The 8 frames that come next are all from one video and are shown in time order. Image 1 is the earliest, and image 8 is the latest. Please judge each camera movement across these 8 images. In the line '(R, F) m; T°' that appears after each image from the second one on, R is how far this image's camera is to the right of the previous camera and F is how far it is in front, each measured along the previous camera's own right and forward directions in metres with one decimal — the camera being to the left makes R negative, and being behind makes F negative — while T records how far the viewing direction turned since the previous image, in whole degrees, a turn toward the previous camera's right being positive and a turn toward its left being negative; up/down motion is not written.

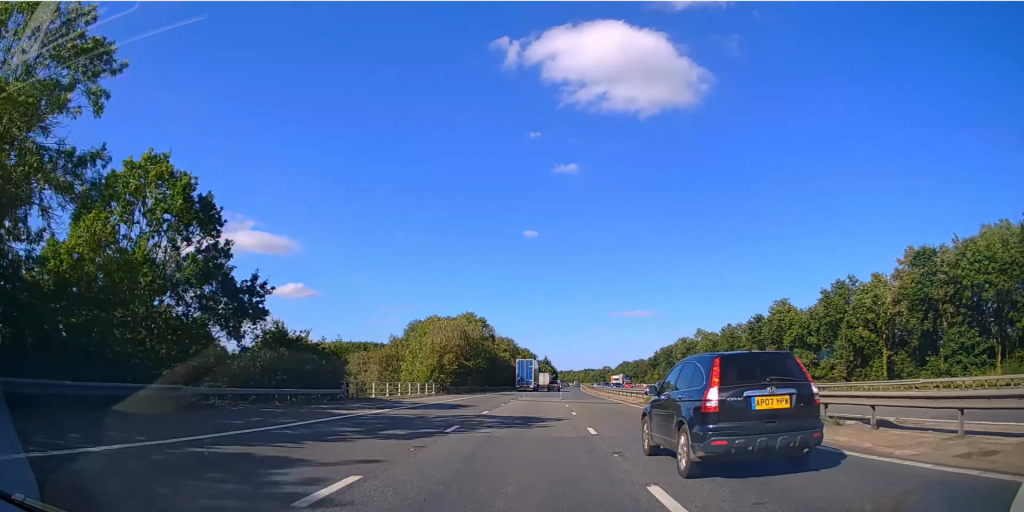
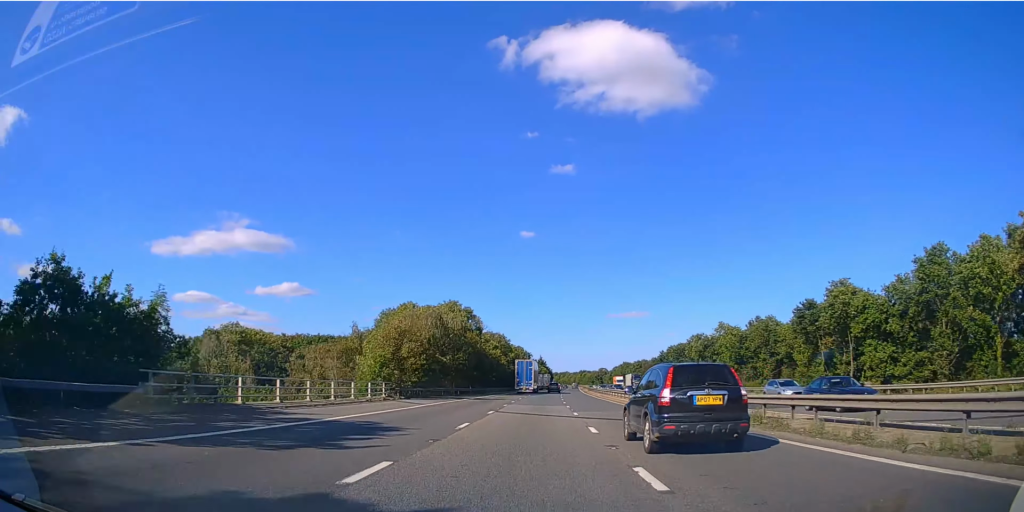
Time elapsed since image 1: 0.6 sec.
(+0.1, +16.3) m; +1°
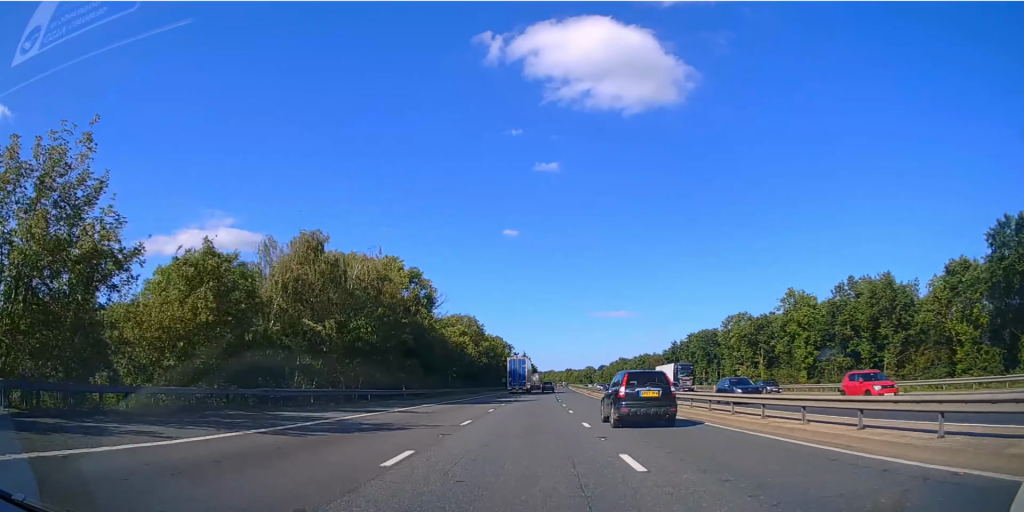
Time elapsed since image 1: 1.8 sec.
(+0.3, +34.2) m; +1°
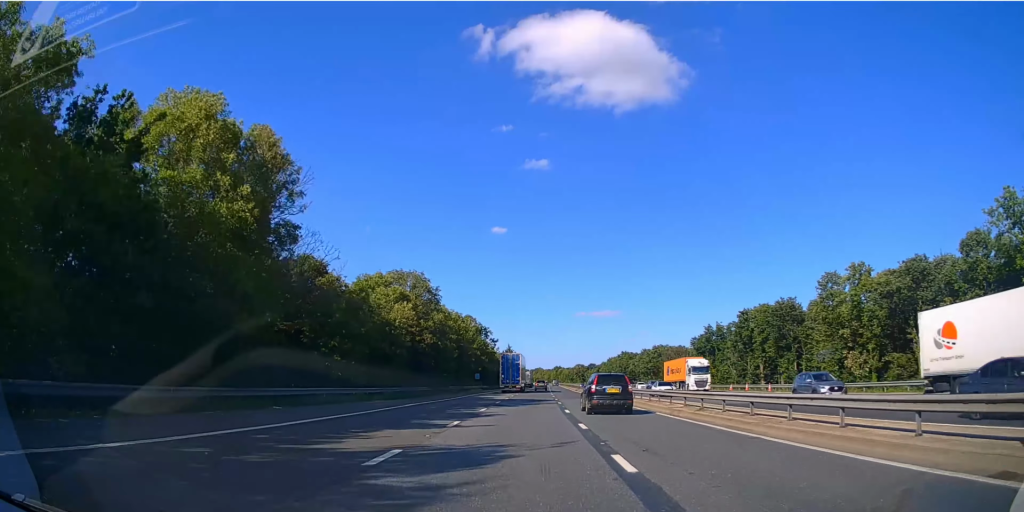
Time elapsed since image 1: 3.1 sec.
(+0.5, +38.6) m; +1°
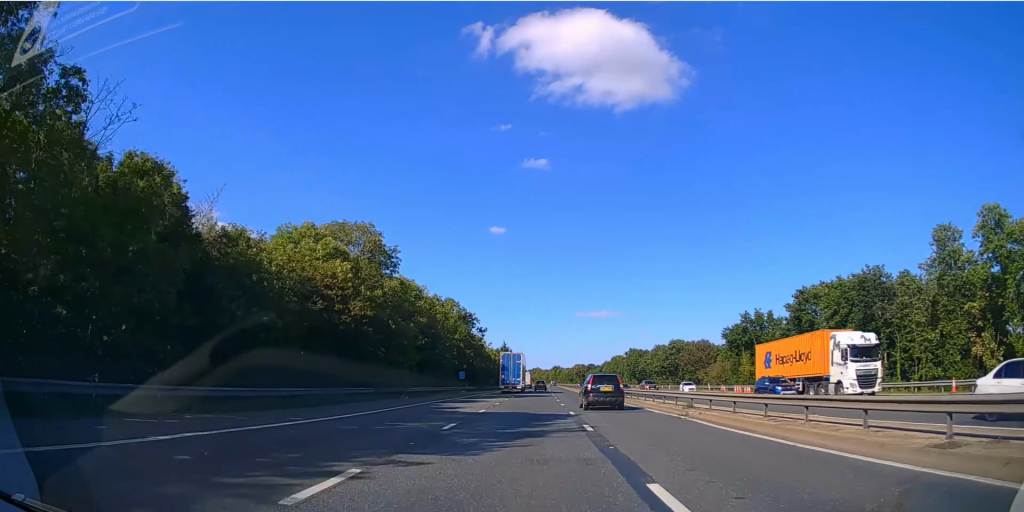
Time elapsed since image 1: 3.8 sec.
(+0.1, +19.6) m; +1°
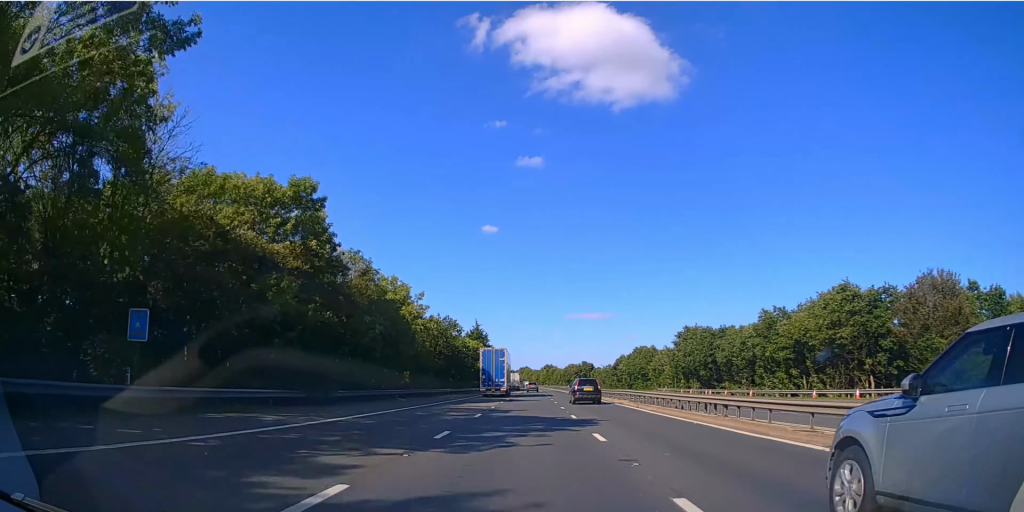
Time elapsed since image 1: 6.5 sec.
(+0.6, +74.7) m; +1°
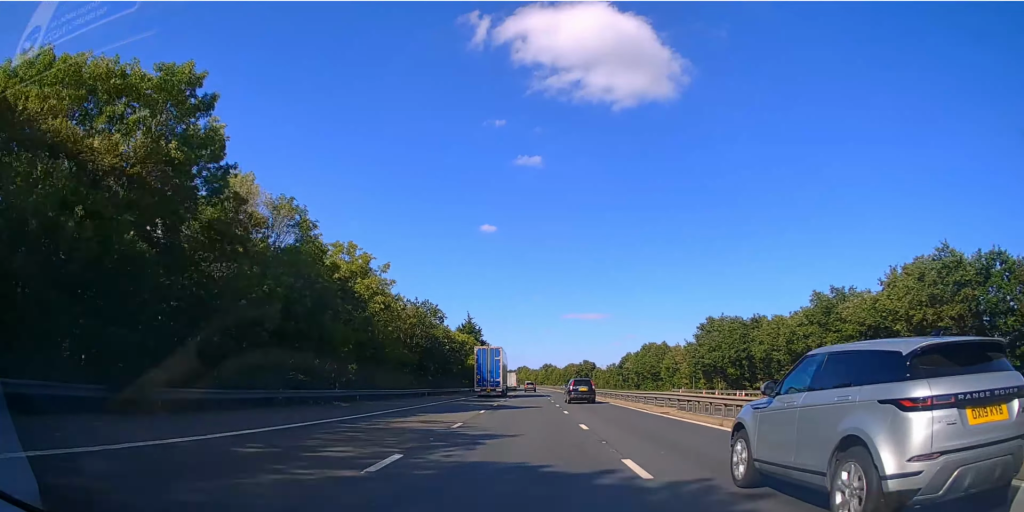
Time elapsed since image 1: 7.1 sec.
(+0.1, +14.7) m; 0°
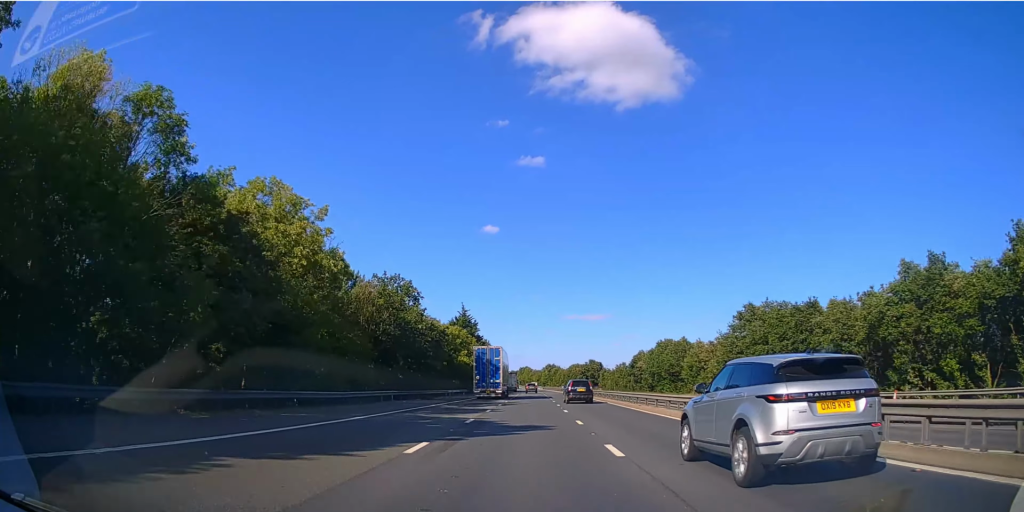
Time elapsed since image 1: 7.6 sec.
(0.0, +14.7) m; 0°
